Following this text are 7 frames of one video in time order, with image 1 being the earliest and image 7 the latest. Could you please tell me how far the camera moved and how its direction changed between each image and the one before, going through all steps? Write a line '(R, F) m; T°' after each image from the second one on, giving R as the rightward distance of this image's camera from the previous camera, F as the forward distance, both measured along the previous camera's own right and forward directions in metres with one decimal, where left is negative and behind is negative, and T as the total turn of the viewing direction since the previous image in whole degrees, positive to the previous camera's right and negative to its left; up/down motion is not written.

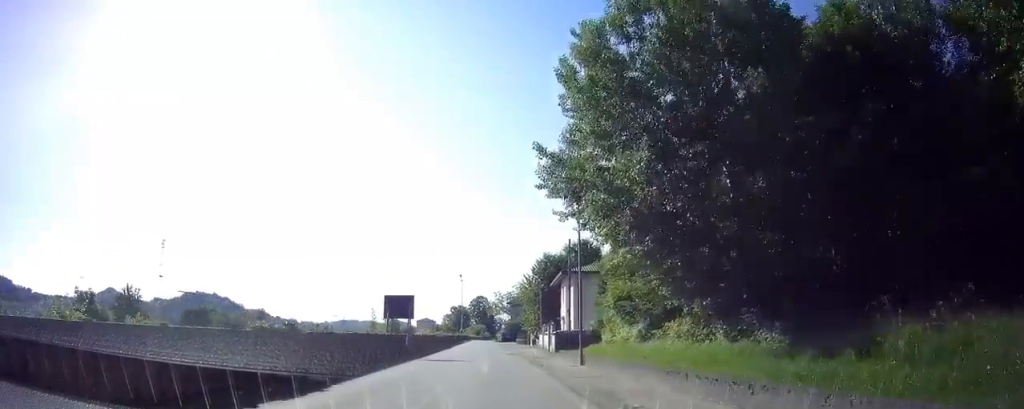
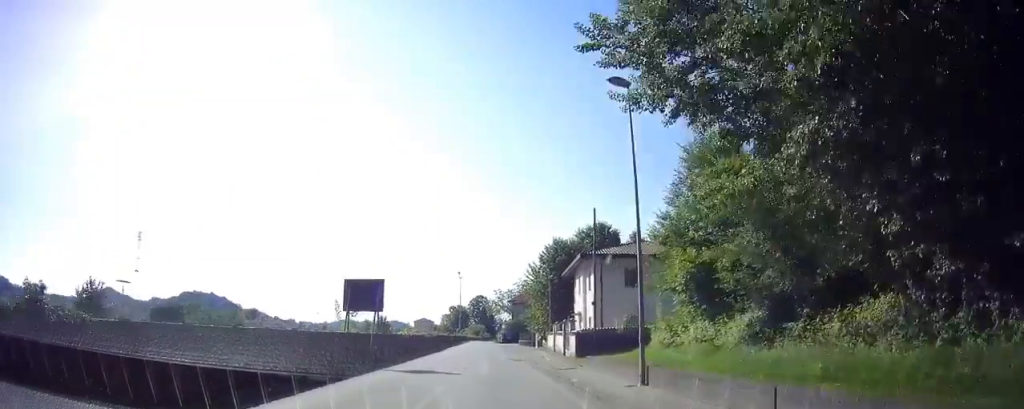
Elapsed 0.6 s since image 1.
(0.0, +9.5) m; 0°
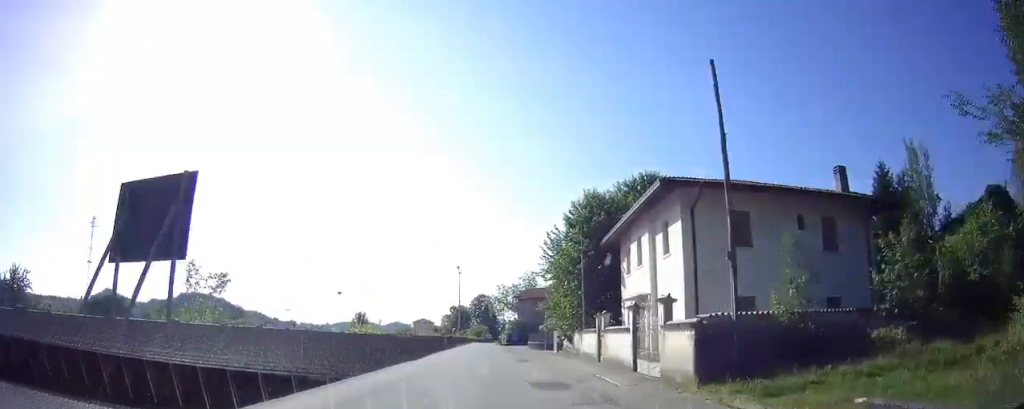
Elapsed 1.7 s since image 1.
(+0.1, +17.2) m; +1°
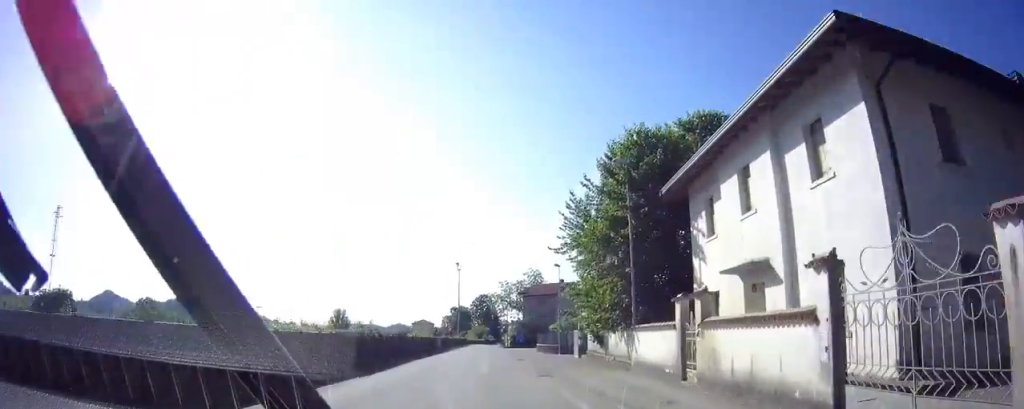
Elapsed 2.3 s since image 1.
(+0.1, +10.4) m; 0°
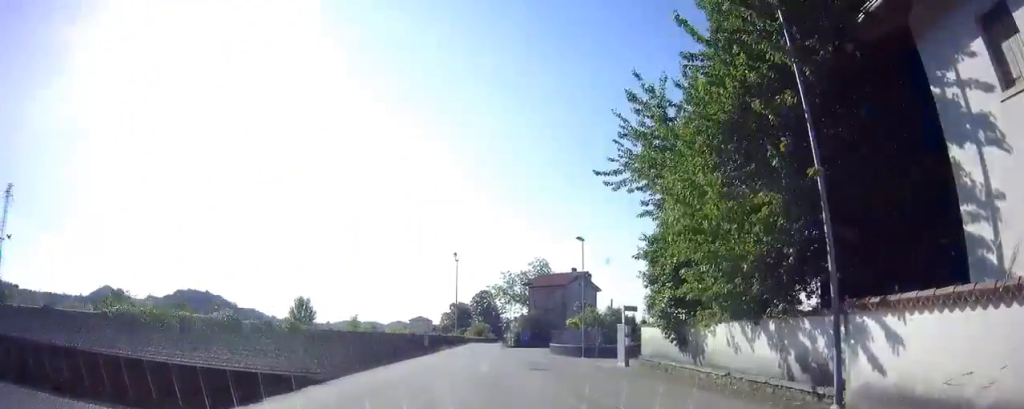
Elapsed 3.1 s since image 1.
(0.0, +13.2) m; 0°
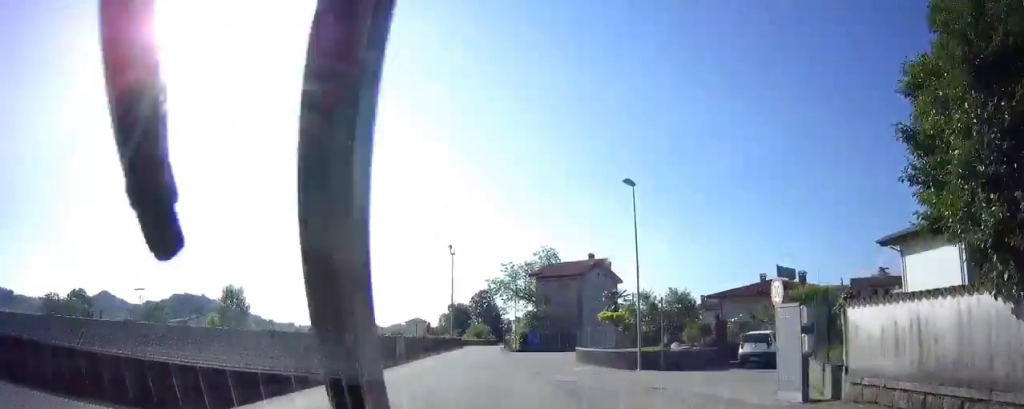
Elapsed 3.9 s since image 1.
(-0.1, +13.9) m; 0°
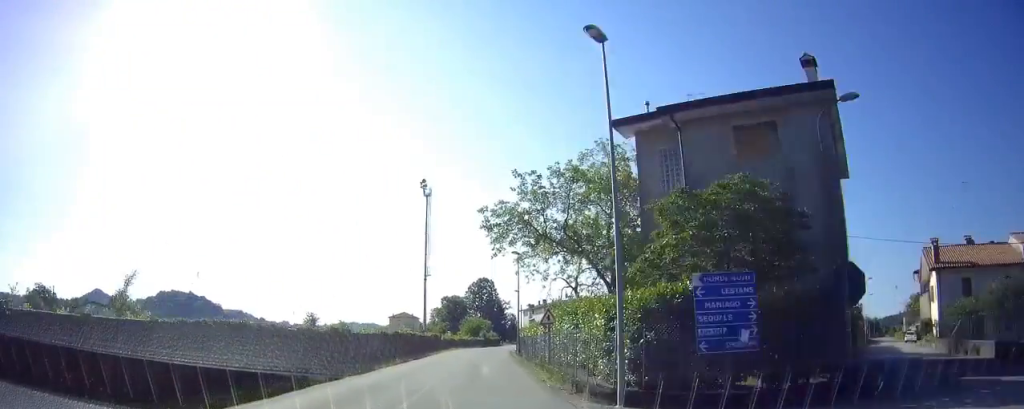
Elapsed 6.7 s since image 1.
(-0.7, +46.7) m; -1°
